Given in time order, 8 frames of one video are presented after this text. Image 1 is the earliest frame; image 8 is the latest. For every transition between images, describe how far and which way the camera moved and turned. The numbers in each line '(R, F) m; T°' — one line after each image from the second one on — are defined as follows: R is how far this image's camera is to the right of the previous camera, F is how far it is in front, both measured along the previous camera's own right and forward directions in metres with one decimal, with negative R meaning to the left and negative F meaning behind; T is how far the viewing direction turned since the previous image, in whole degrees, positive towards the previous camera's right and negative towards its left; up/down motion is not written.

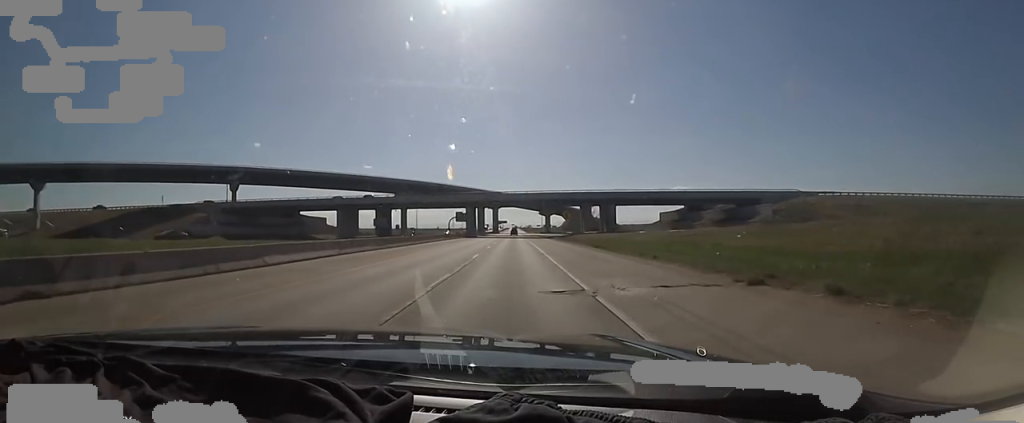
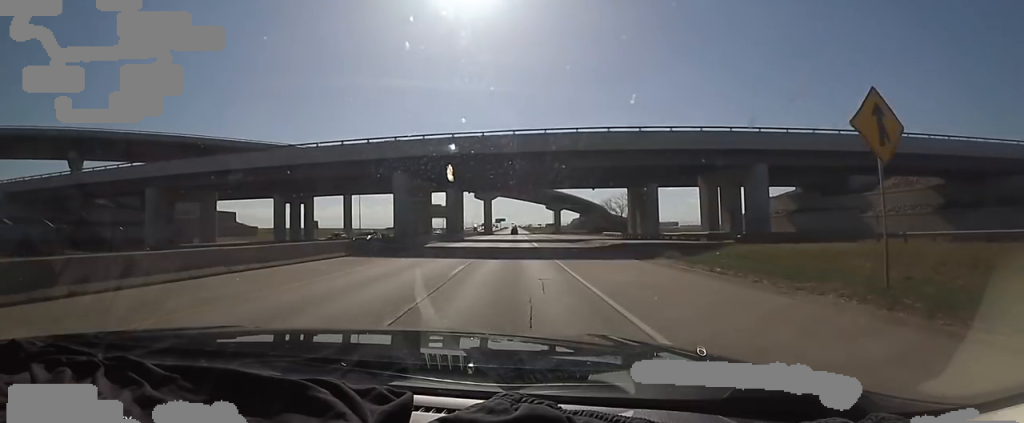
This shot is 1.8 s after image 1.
(0.0, +57.3) m; 0°
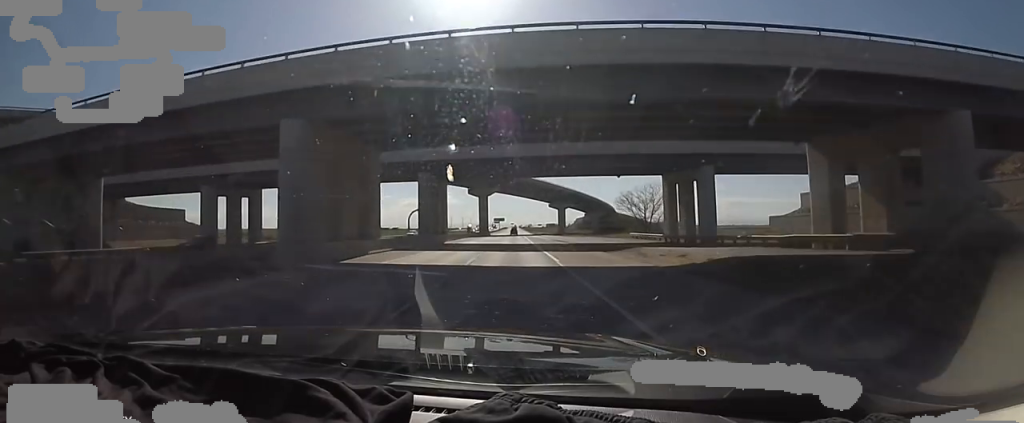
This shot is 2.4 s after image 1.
(0.0, +19.1) m; 0°
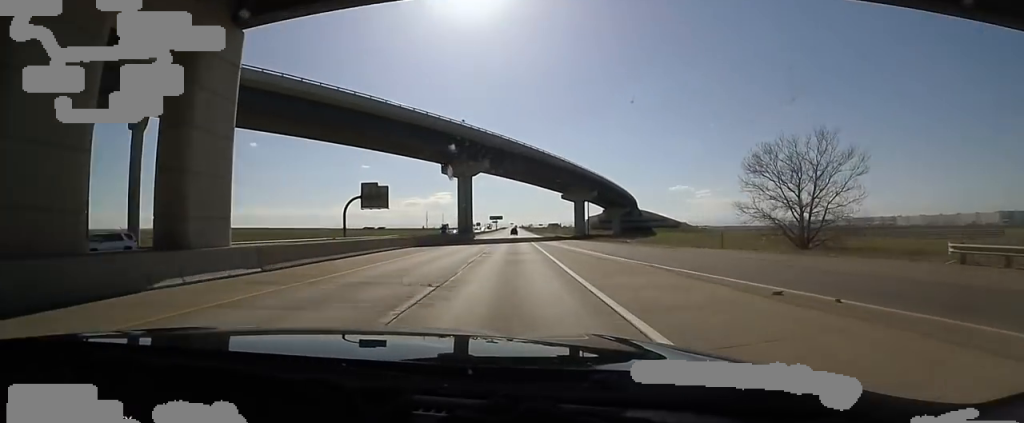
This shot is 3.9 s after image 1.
(0.0, +48.2) m; 0°
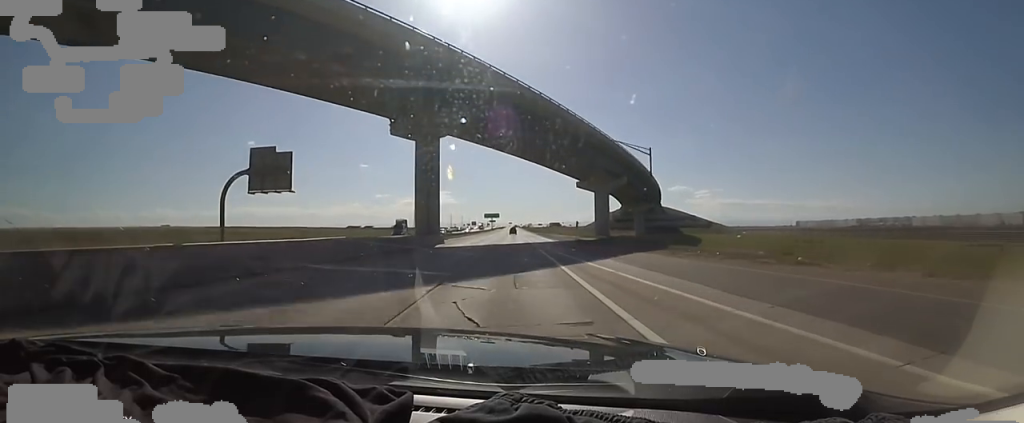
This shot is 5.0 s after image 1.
(0.0, +34.5) m; 0°
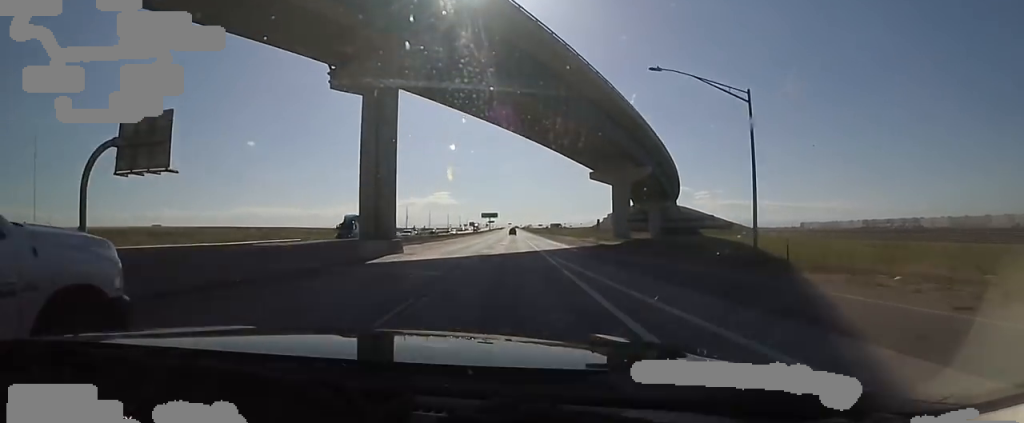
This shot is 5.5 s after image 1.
(0.0, +17.2) m; 0°
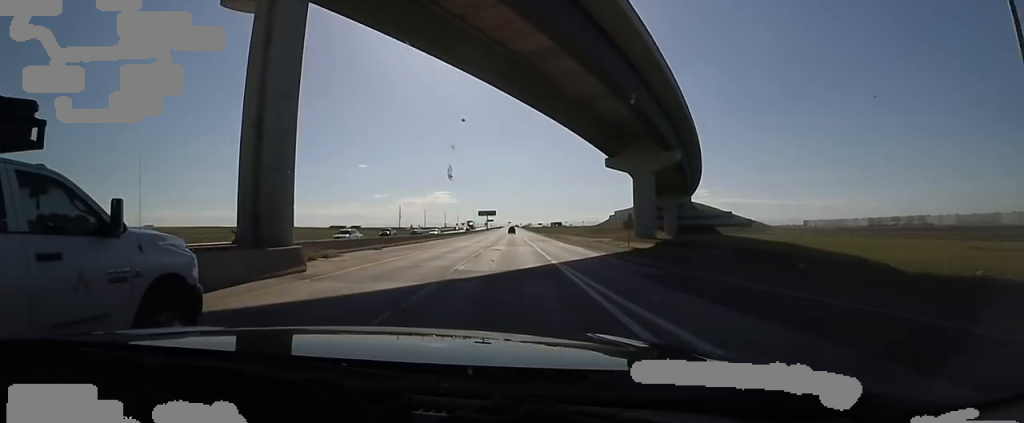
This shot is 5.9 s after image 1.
(0.0, +13.9) m; 0°
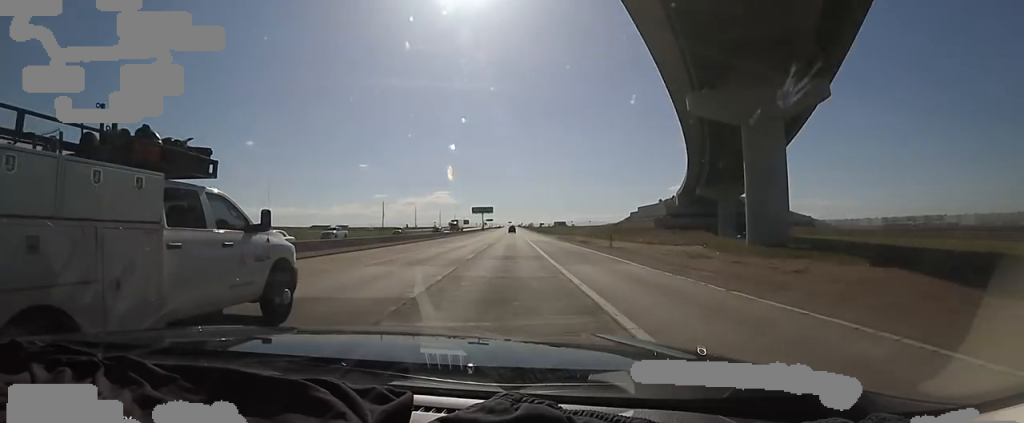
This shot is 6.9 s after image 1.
(0.0, +31.1) m; 0°
